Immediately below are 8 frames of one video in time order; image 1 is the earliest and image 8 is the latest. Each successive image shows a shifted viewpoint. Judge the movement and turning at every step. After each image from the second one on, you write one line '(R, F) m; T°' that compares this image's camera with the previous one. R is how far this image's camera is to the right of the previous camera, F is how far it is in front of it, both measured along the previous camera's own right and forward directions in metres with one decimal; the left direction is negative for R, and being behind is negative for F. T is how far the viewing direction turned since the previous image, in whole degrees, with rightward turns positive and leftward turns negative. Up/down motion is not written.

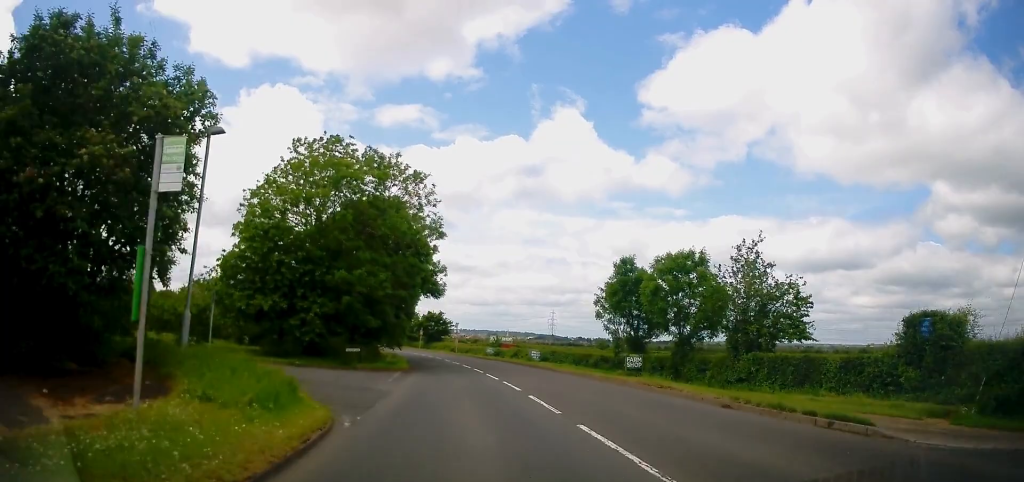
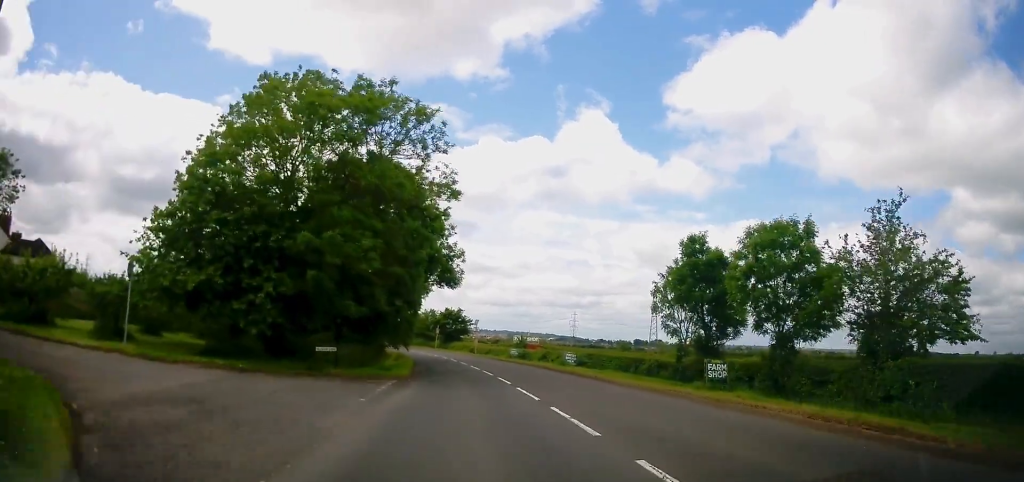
(-0.2, +8.8) m; -2°
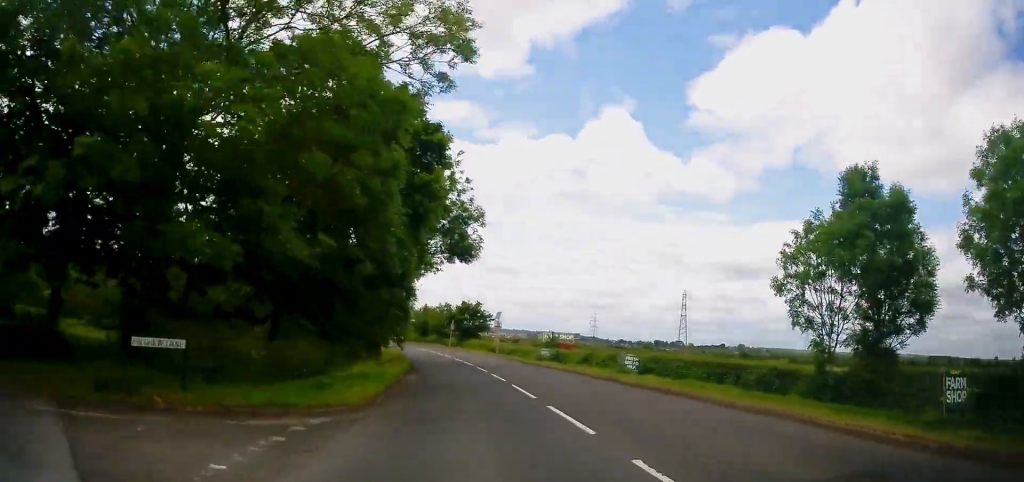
(-0.3, +12.4) m; -2°
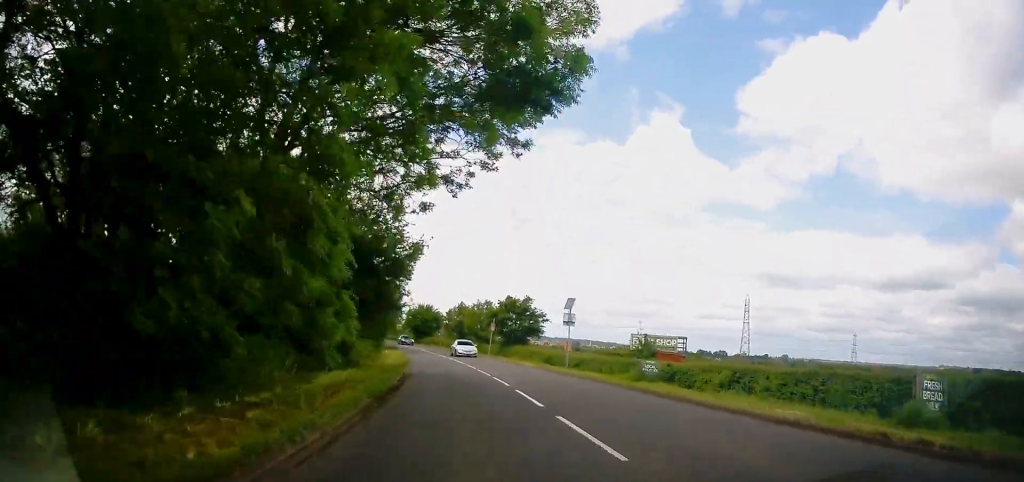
(-0.4, +20.0) m; -2°
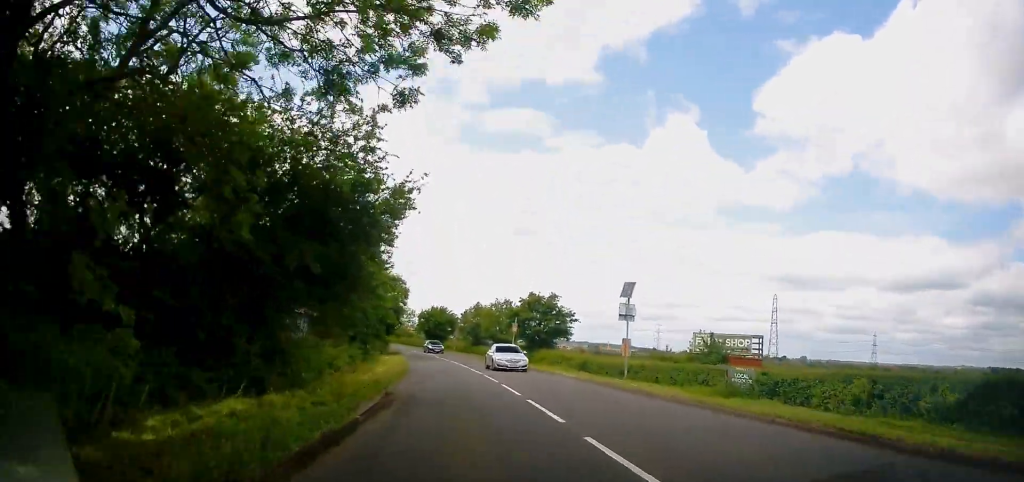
(0.0, +8.6) m; -2°
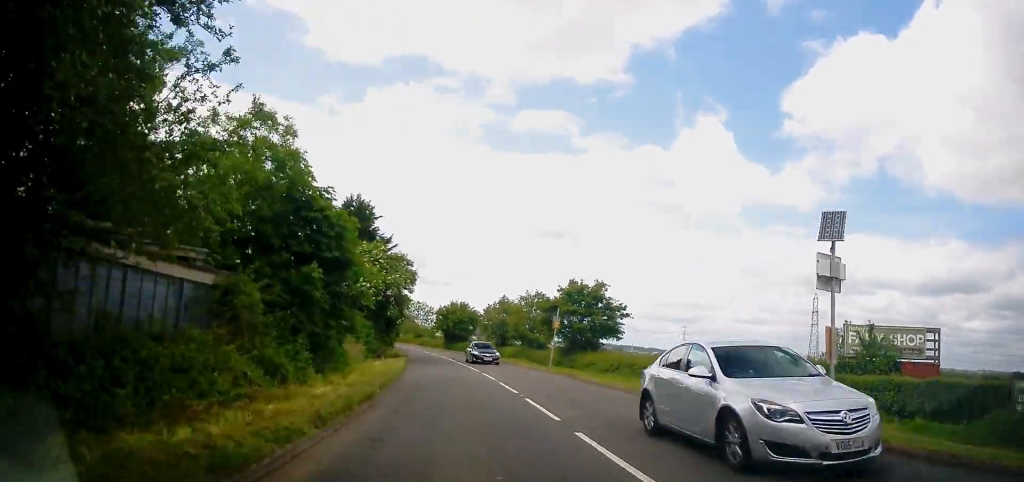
(-0.4, +11.7) m; -3°
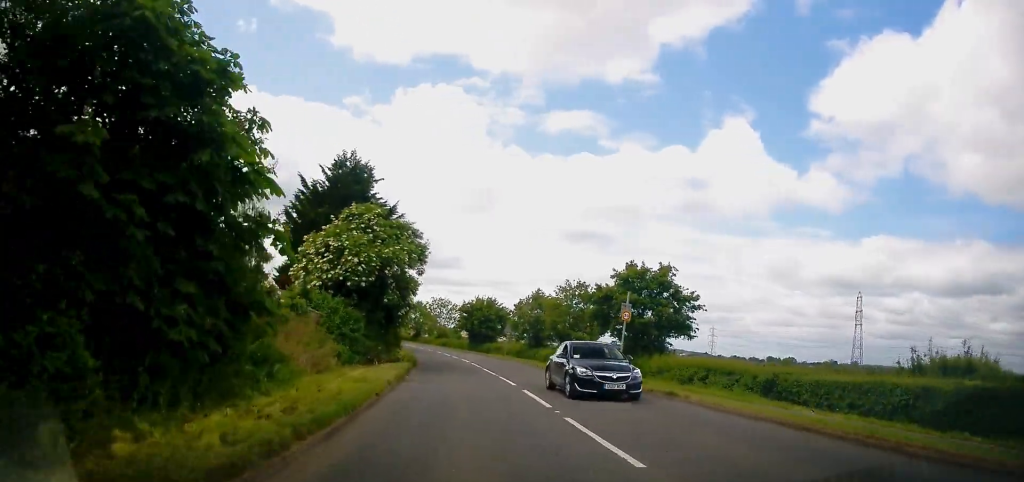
(-0.1, +10.4) m; -3°
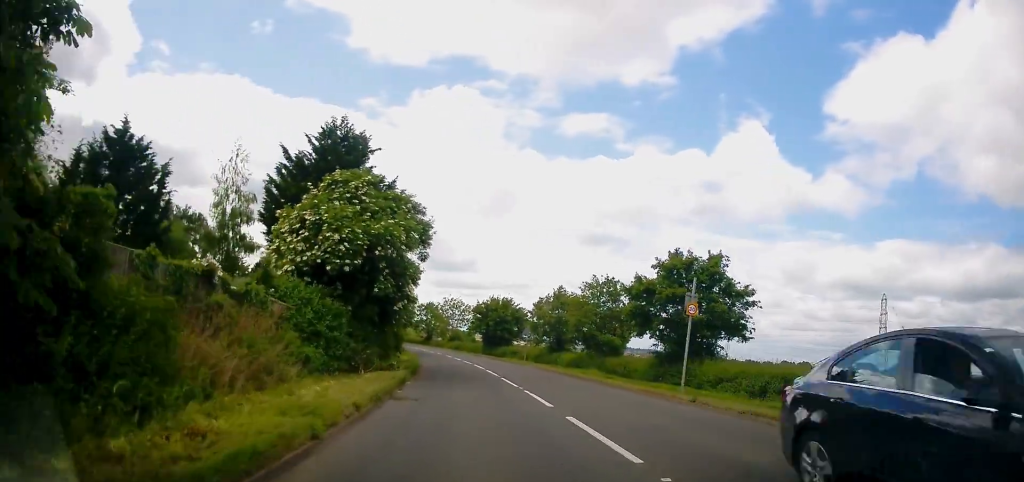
(-0.3, +5.8) m; -1°
